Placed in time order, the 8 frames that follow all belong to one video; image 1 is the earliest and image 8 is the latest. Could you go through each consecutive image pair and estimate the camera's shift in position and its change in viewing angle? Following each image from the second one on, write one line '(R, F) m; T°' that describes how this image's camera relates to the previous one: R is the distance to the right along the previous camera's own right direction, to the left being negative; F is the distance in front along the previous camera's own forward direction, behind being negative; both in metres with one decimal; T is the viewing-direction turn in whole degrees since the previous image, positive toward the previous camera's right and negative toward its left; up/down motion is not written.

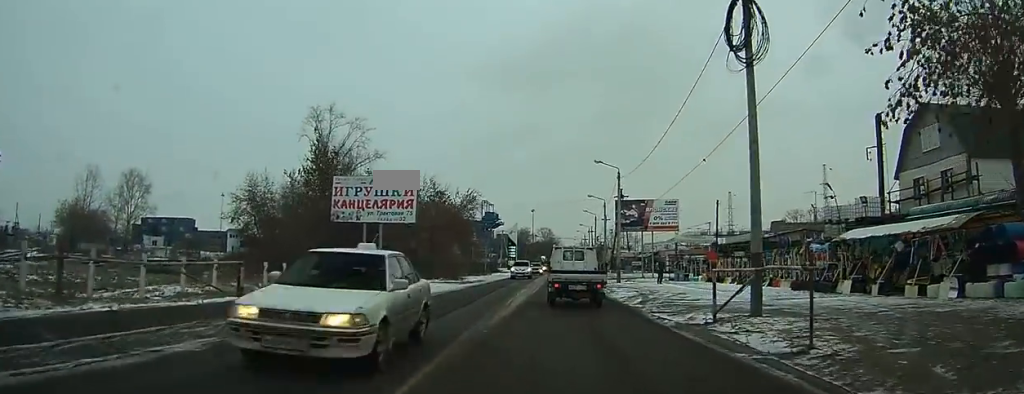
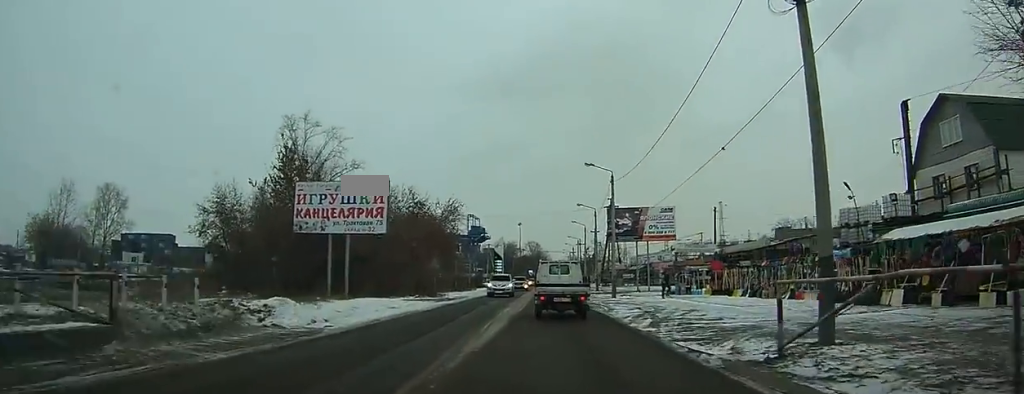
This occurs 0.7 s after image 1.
(+0.1, +4.0) m; 0°
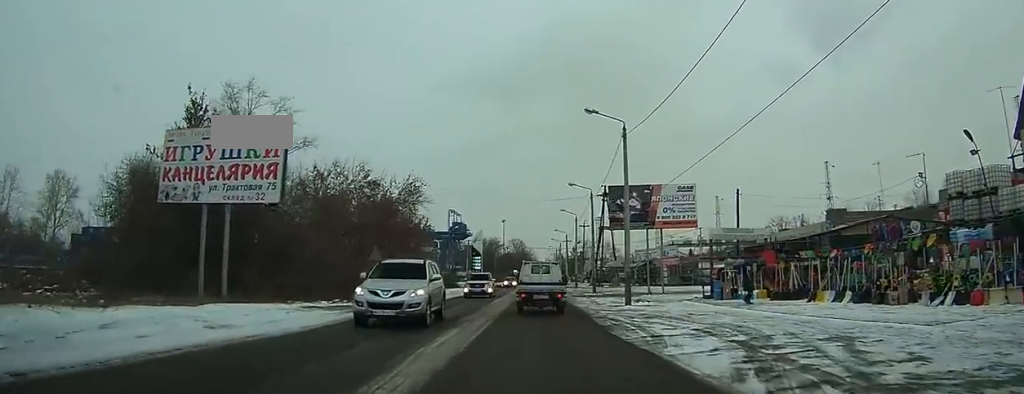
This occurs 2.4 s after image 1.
(+0.3, +12.0) m; +3°
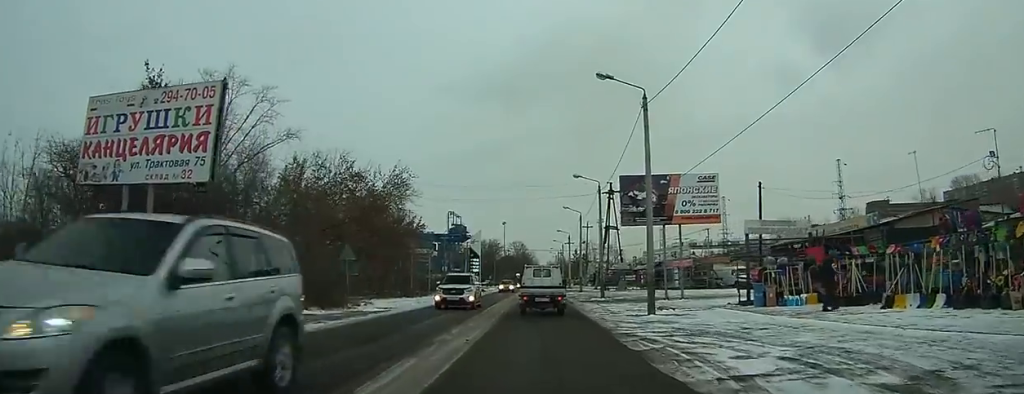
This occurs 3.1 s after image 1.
(0.0, +5.1) m; 0°
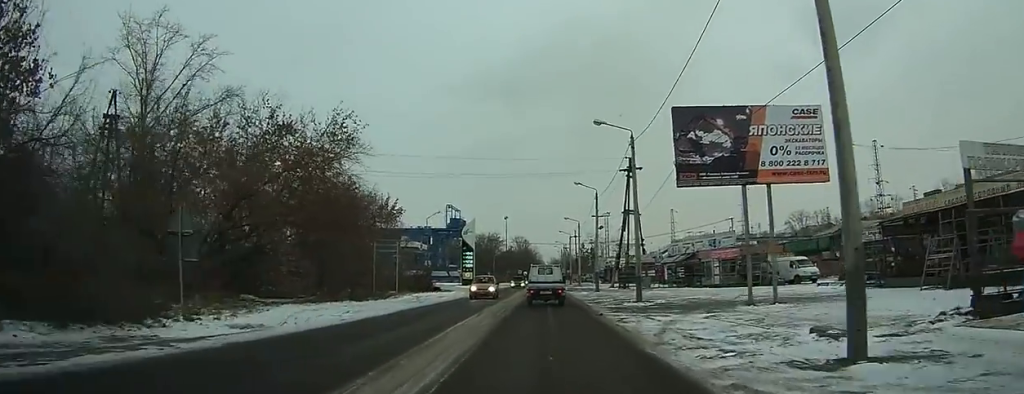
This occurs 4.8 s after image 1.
(-0.2, +13.9) m; -1°
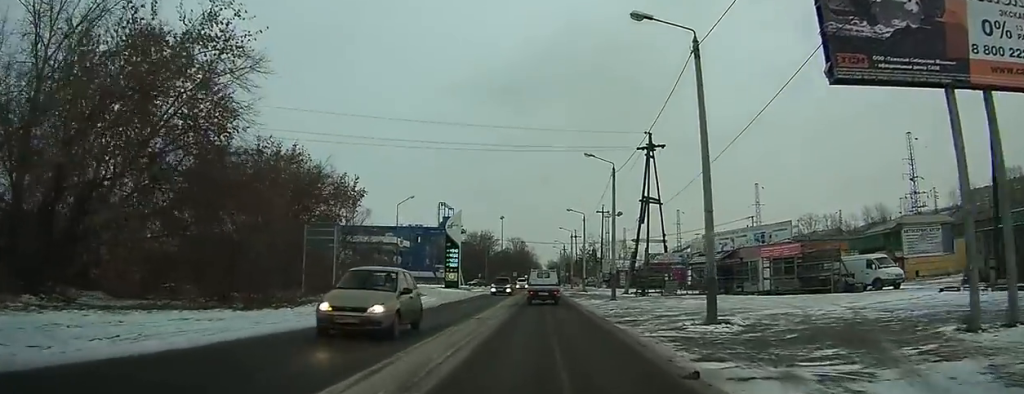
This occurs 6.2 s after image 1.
(+0.1, +12.4) m; +1°
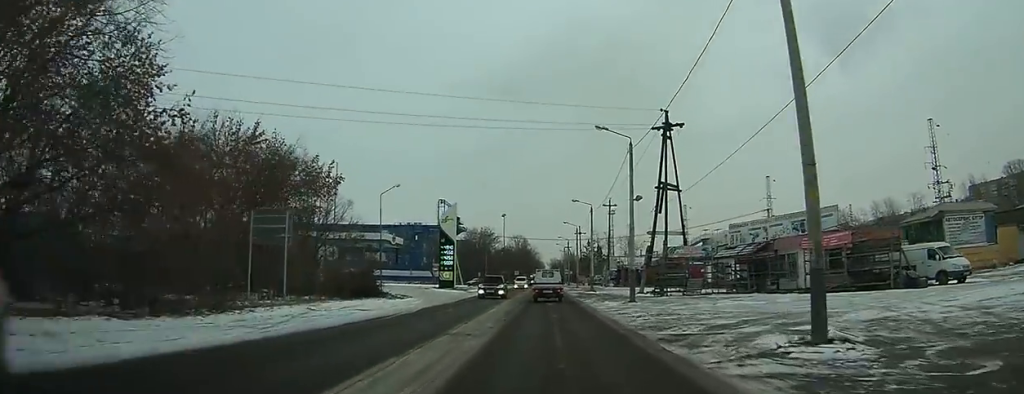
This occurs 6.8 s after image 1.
(0.0, +6.2) m; 0°
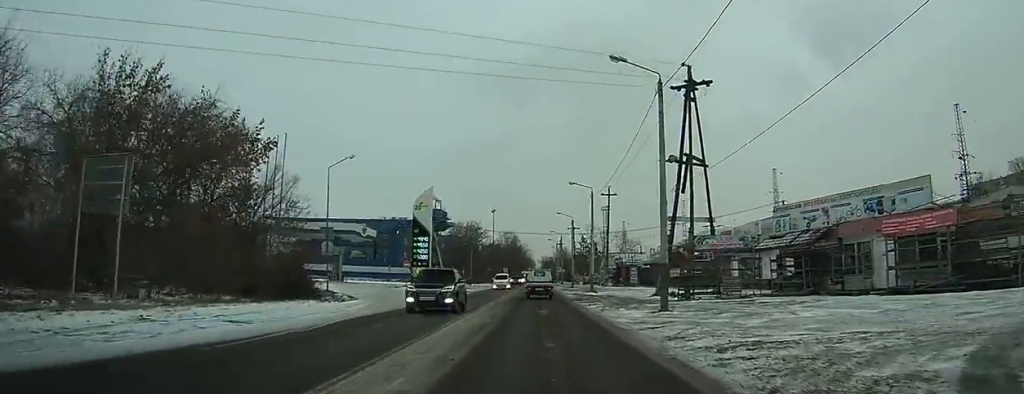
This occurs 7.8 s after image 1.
(-0.1, +9.7) m; +1°
